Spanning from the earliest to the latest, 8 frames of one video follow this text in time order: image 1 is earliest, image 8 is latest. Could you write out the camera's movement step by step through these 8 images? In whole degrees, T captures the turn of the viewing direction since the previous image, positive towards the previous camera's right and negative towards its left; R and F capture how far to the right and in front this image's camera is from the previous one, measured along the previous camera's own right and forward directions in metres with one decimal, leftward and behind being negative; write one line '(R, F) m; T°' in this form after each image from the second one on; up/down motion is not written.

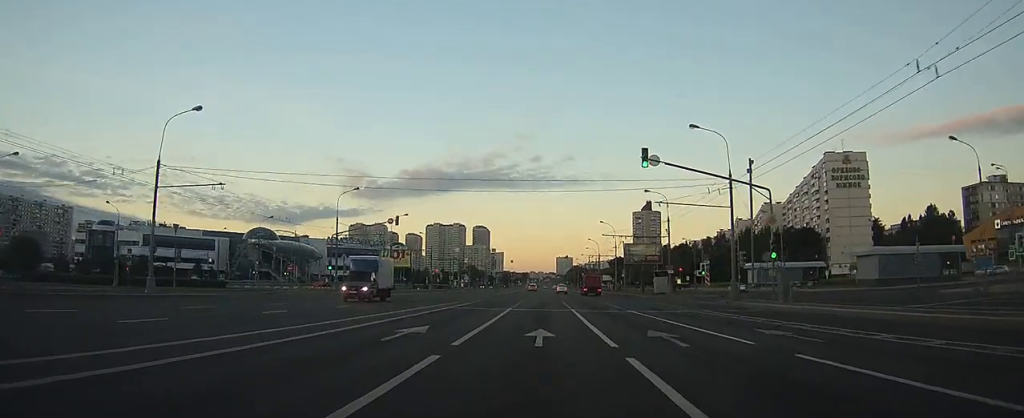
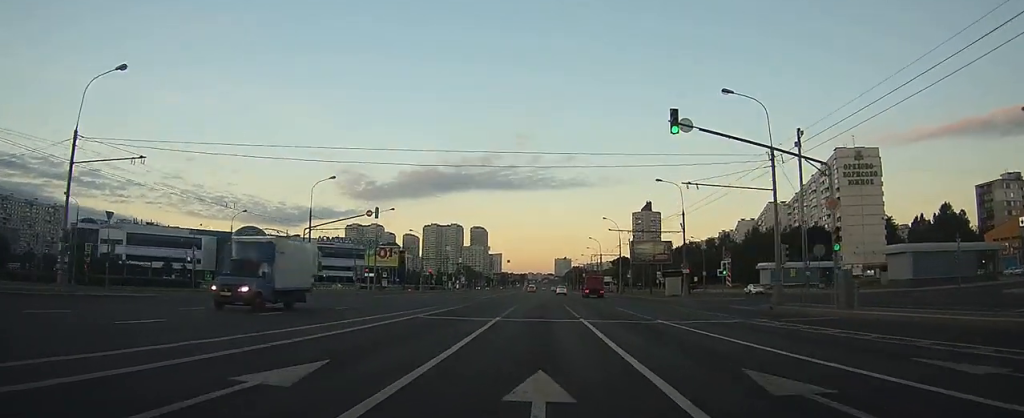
(0.0, +8.1) m; 0°
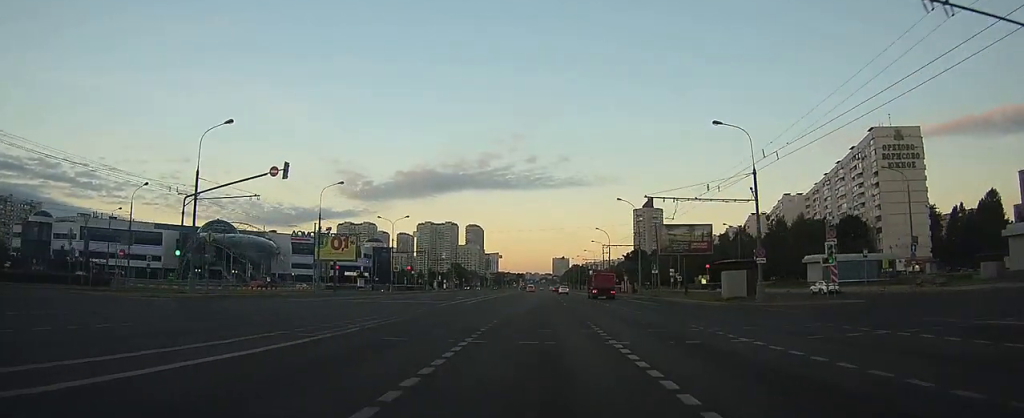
(+0.2, +22.0) m; 0°
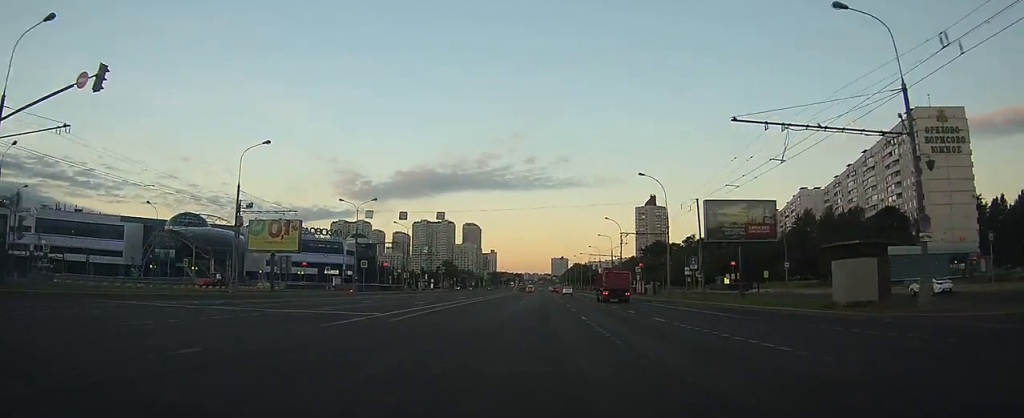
(-0.3, +18.4) m; -1°
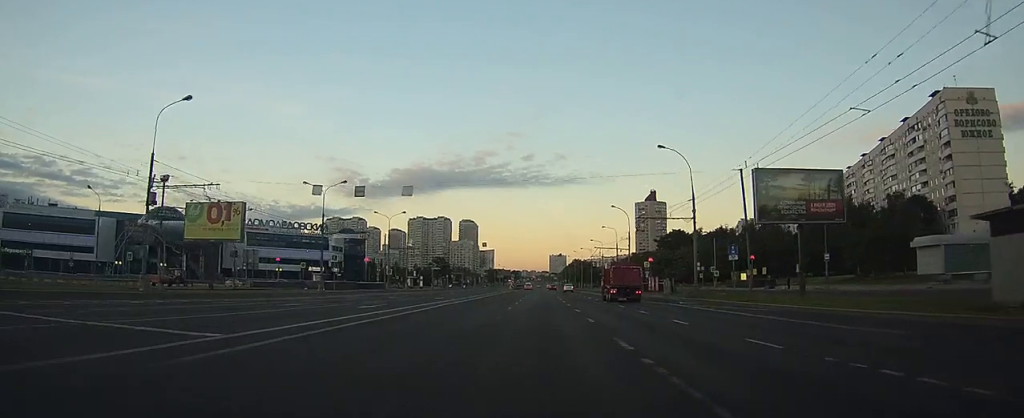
(-0.1, +11.5) m; 0°
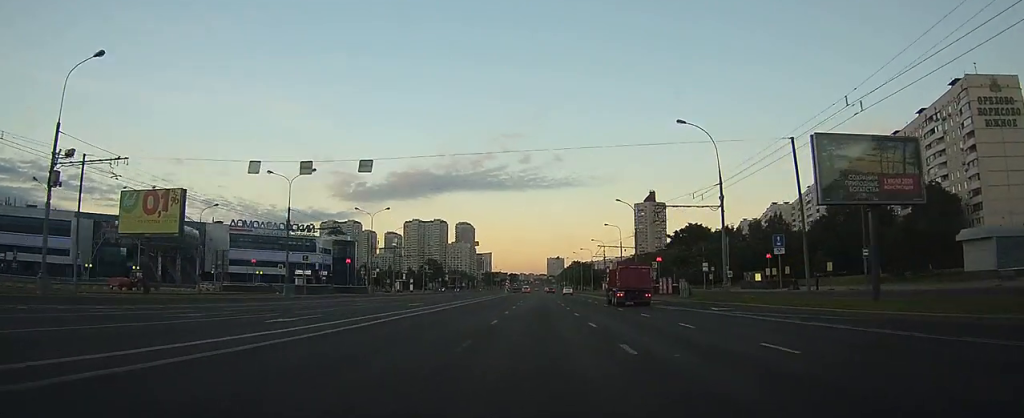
(0.0, +8.6) m; +1°
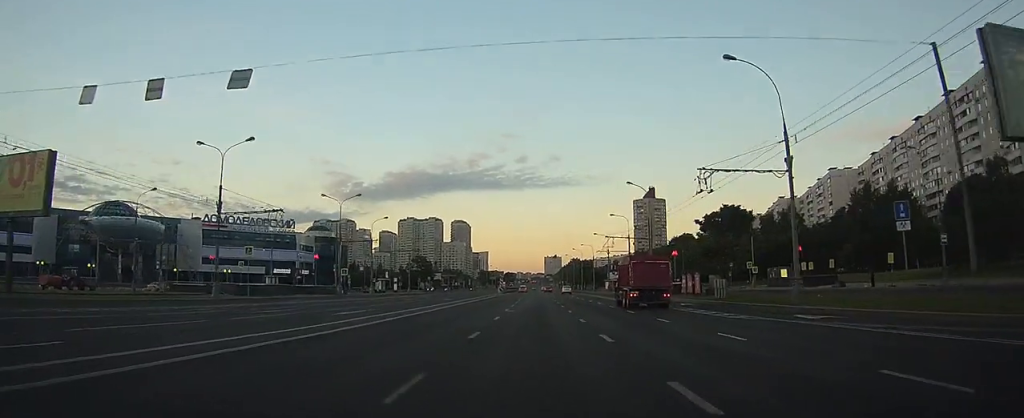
(+0.1, +12.6) m; +1°
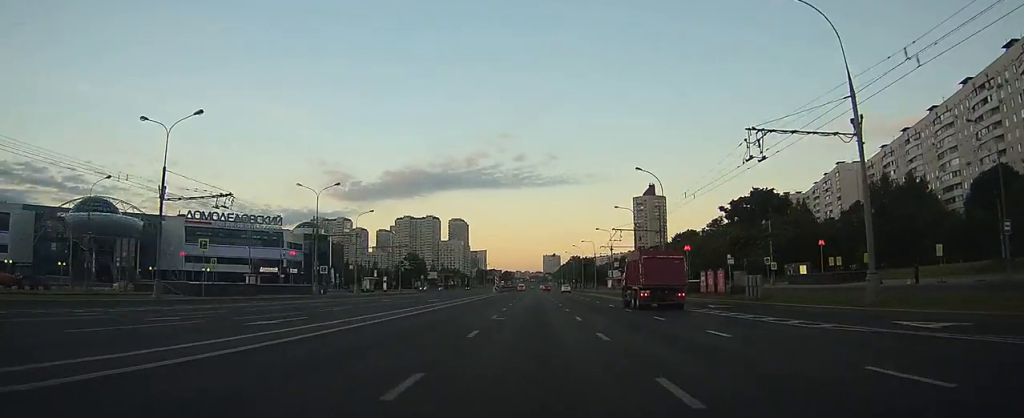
(0.0, +7.5) m; +1°
